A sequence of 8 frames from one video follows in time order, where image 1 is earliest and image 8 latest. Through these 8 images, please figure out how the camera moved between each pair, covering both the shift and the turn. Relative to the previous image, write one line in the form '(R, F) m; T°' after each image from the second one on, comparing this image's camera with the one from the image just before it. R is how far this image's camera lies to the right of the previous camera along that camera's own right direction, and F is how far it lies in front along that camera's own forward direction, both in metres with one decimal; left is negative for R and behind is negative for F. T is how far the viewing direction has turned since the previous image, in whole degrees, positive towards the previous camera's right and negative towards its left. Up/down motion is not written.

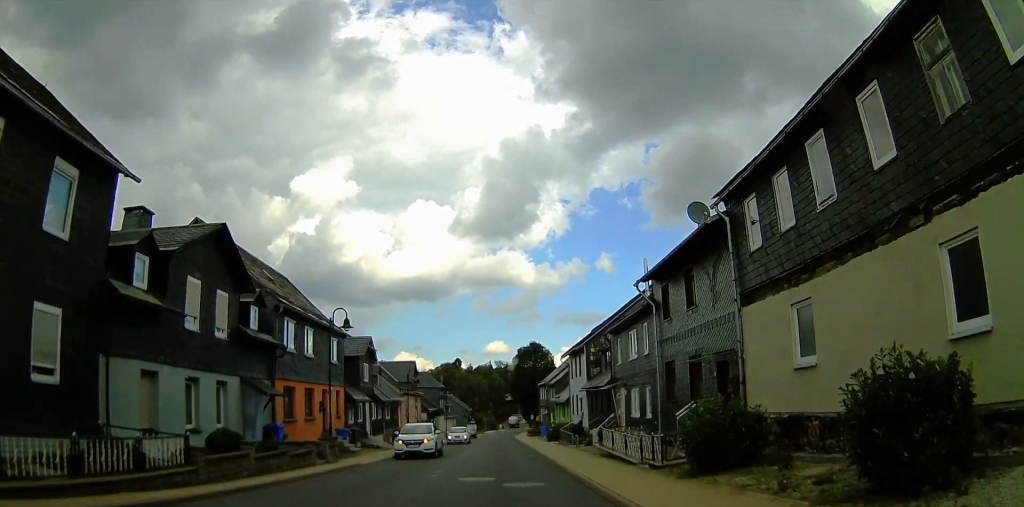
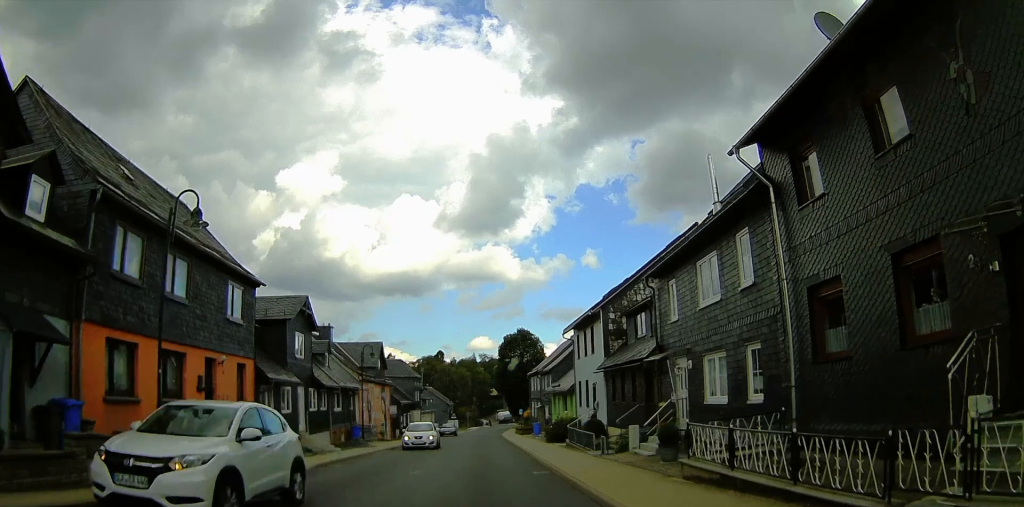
(0.0, +11.2) m; 0°
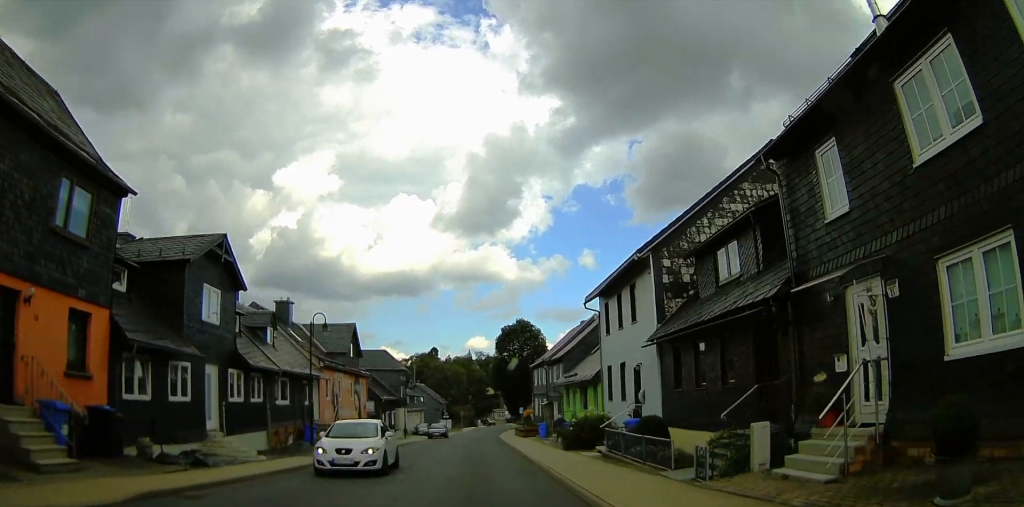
(0.0, +9.4) m; 0°
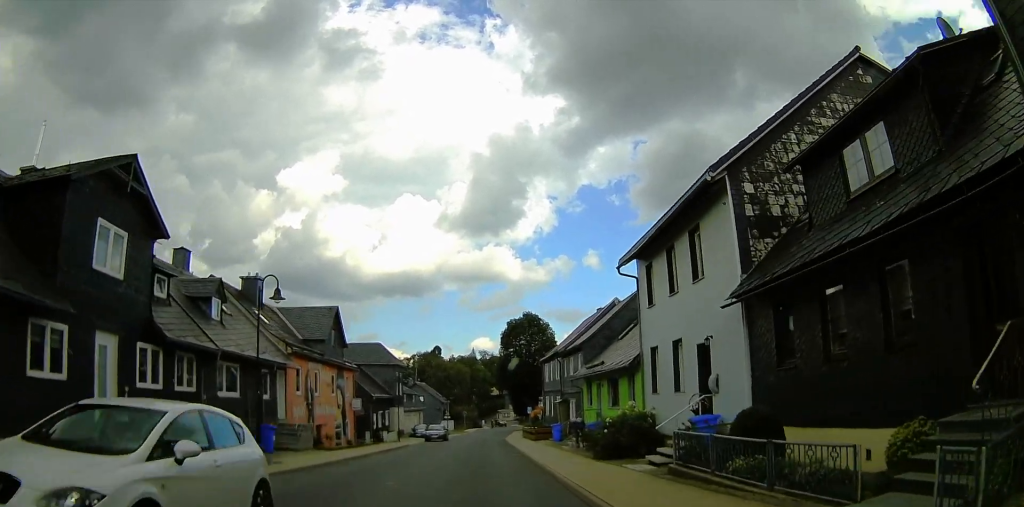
(0.0, +6.2) m; 0°
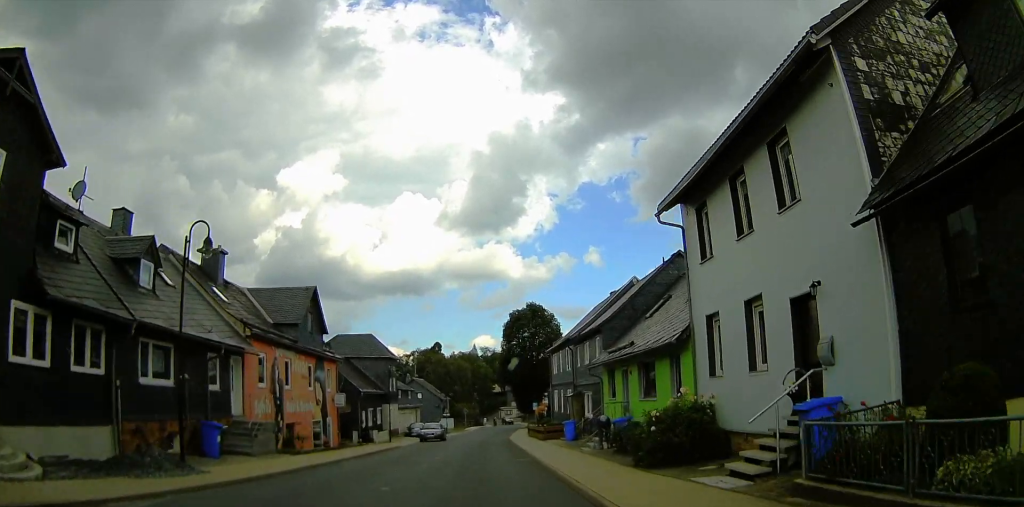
(0.0, +4.9) m; 0°
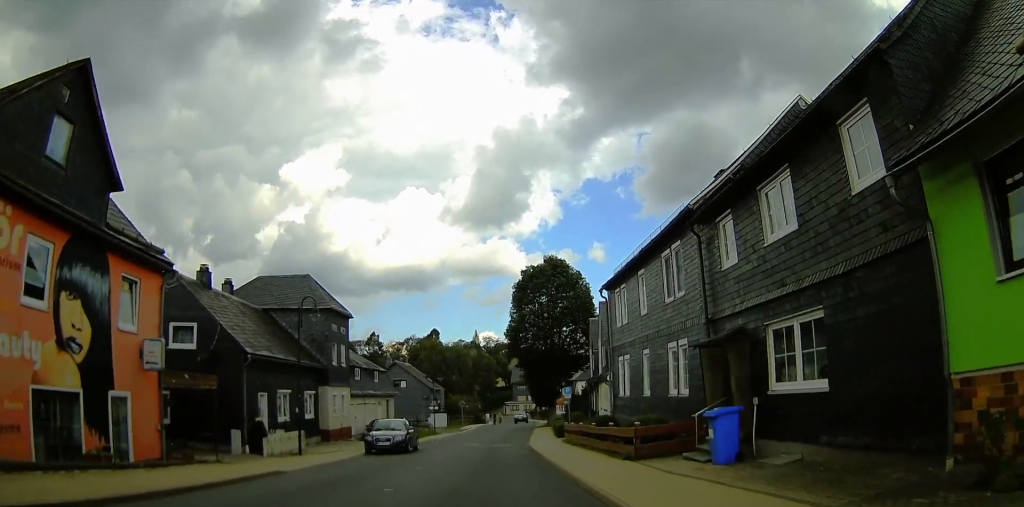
(-0.4, +20.5) m; -3°
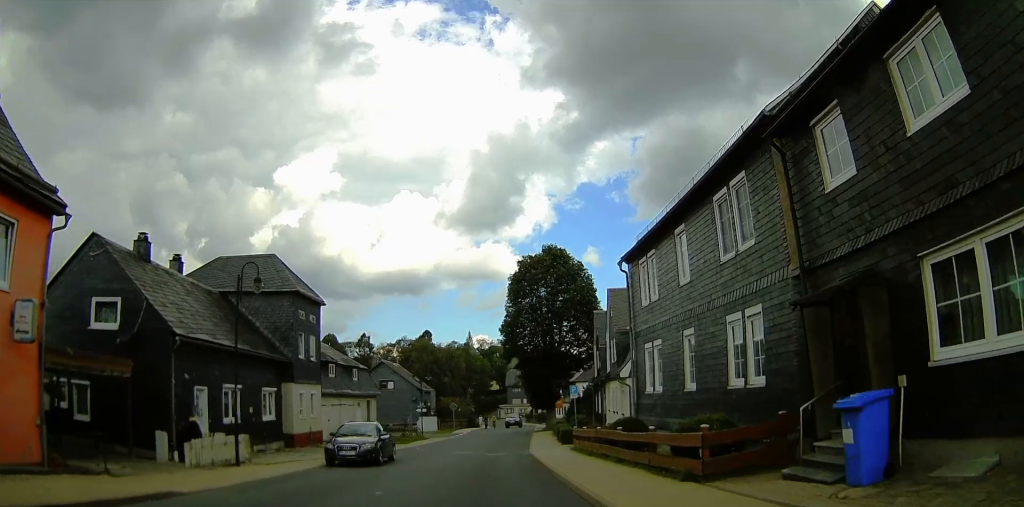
(0.0, +5.2) m; +1°
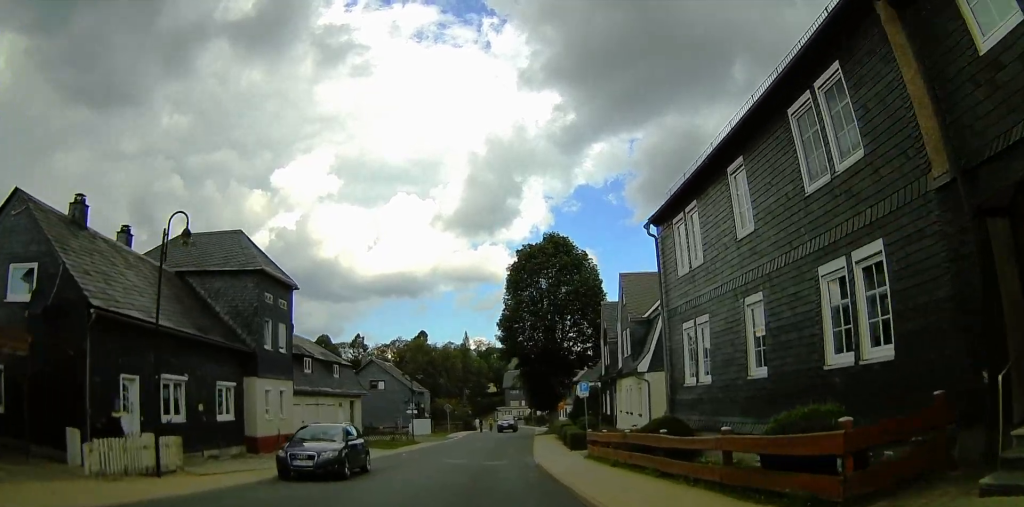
(-0.1, +4.3) m; +3°
